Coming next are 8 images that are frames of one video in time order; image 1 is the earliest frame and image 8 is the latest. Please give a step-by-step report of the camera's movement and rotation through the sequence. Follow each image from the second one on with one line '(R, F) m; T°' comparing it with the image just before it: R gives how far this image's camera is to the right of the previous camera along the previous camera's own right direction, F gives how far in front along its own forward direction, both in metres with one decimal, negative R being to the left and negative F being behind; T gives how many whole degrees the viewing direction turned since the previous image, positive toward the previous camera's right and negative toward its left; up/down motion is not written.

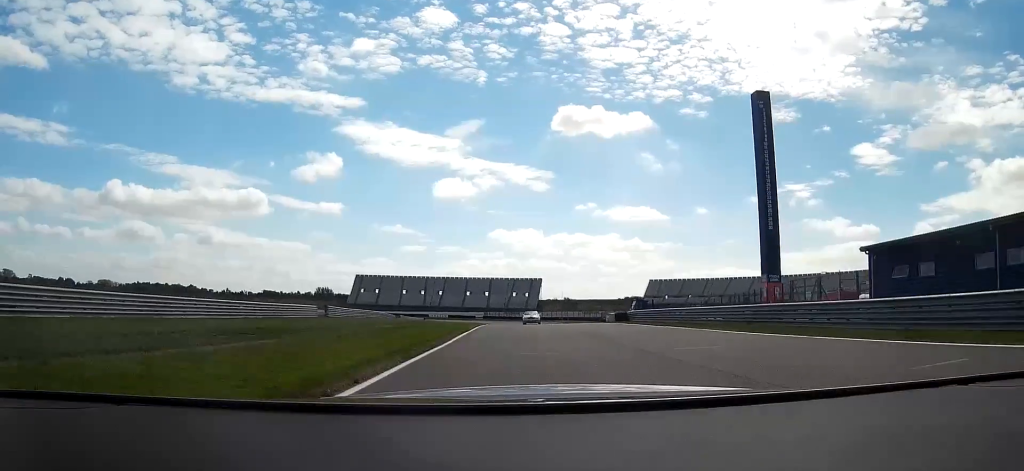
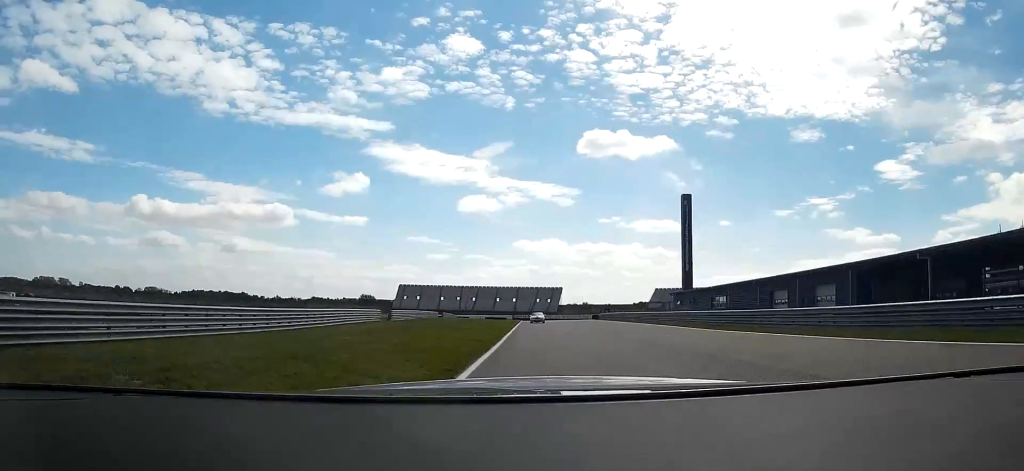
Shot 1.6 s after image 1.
(-1.2, +61.5) m; -2°
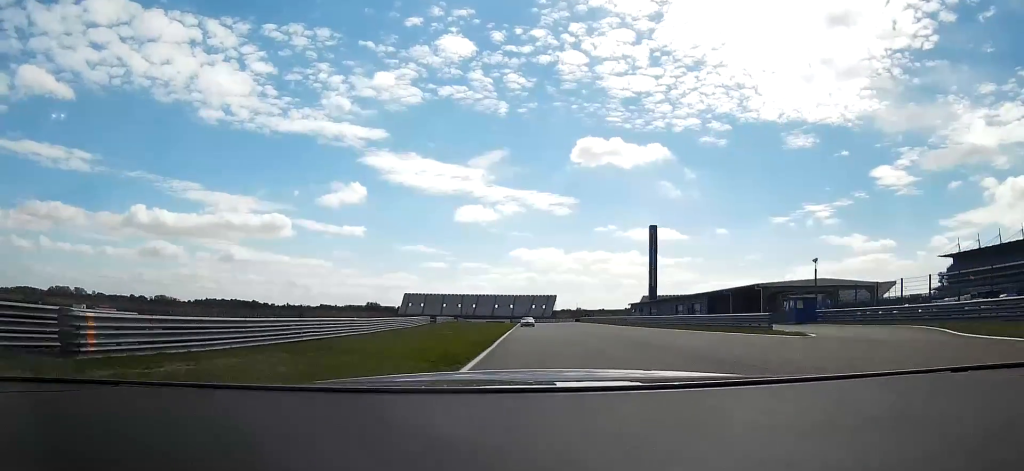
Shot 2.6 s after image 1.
(-0.2, +35.8) m; 0°
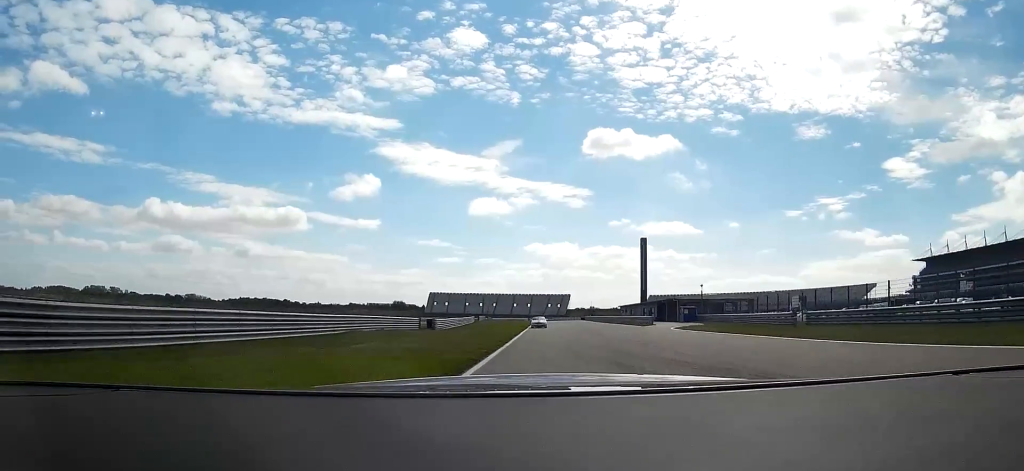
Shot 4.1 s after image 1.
(-0.3, +46.6) m; -2°
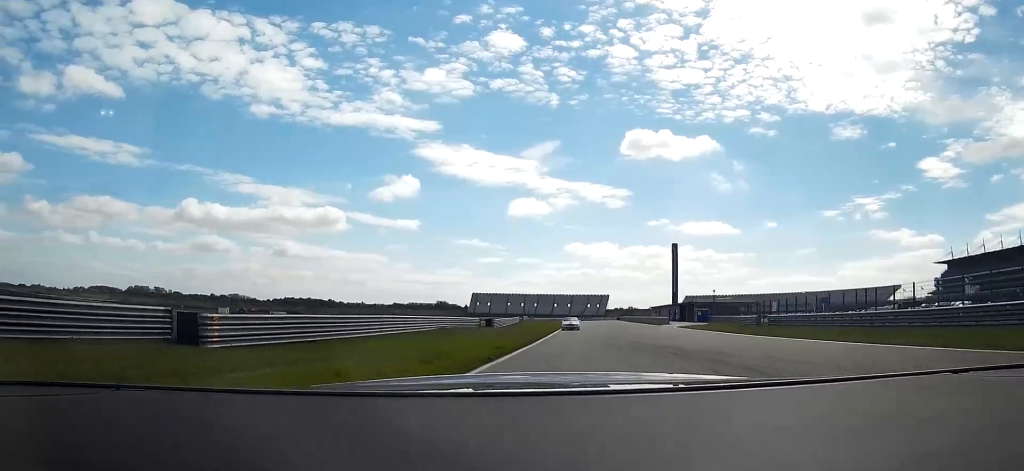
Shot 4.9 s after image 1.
(0.0, +18.8) m; -3°
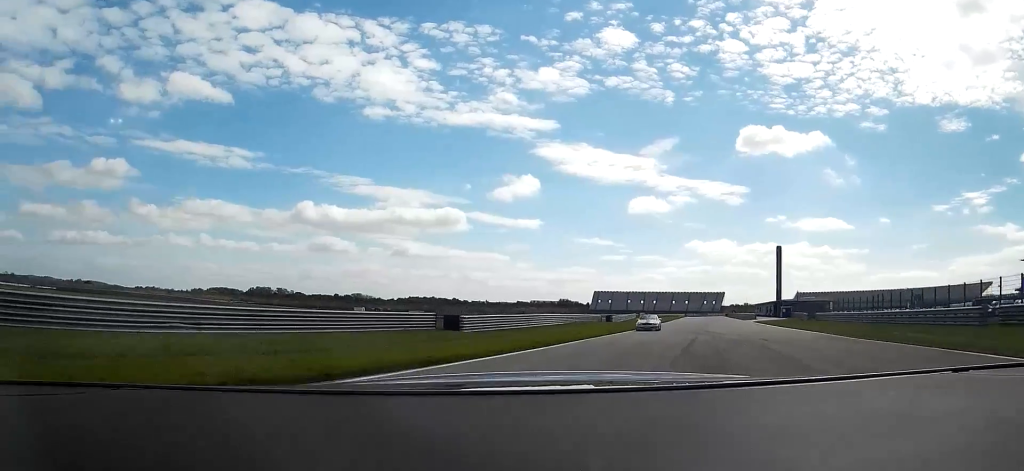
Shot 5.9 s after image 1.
(-1.5, +20.9) m; -12°
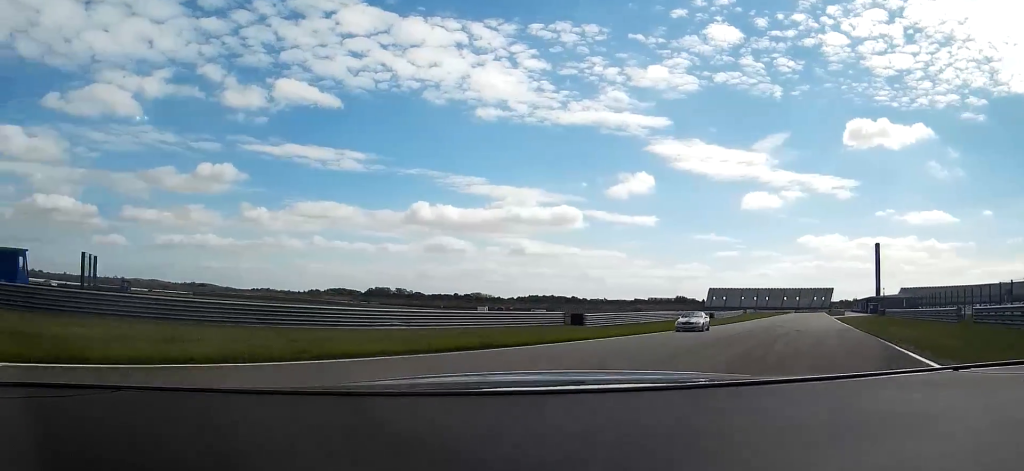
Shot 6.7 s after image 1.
(-1.5, +11.9) m; -15°
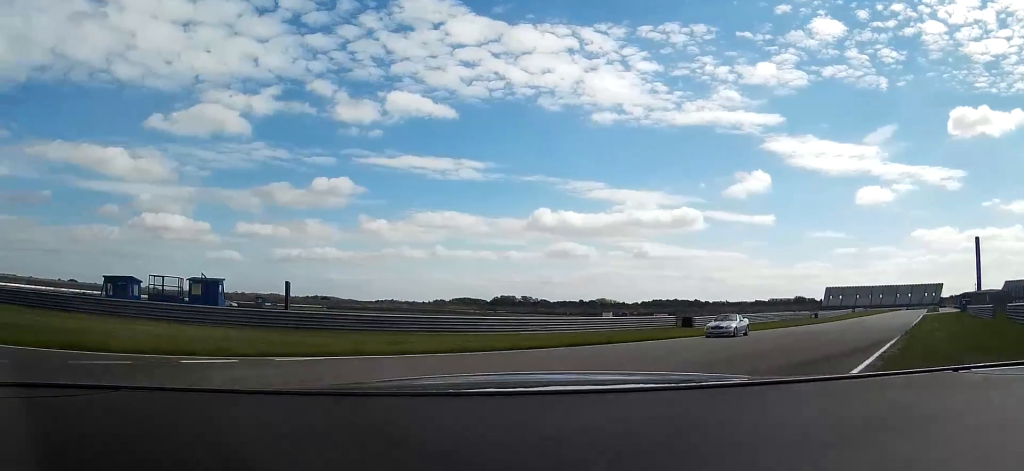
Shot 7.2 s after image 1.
(-1.2, +8.0) m; -11°
